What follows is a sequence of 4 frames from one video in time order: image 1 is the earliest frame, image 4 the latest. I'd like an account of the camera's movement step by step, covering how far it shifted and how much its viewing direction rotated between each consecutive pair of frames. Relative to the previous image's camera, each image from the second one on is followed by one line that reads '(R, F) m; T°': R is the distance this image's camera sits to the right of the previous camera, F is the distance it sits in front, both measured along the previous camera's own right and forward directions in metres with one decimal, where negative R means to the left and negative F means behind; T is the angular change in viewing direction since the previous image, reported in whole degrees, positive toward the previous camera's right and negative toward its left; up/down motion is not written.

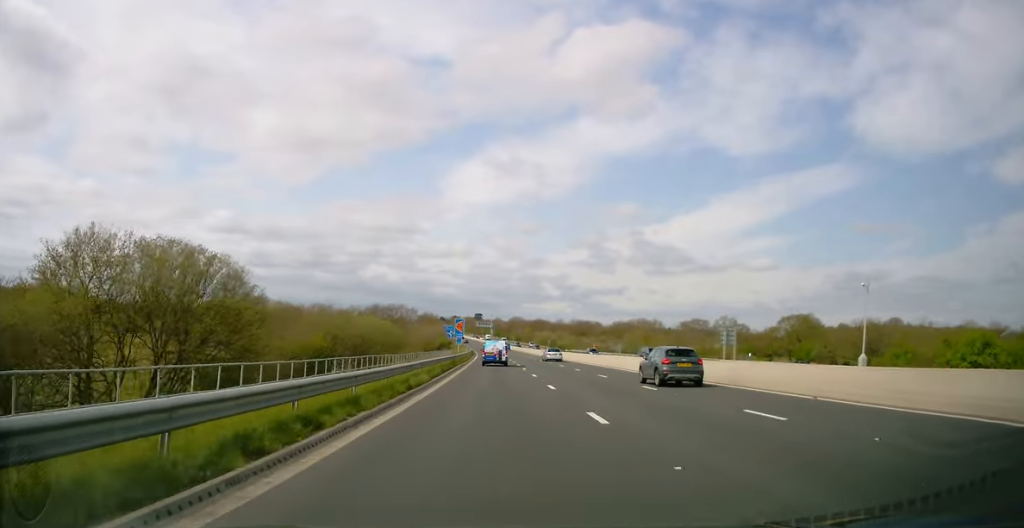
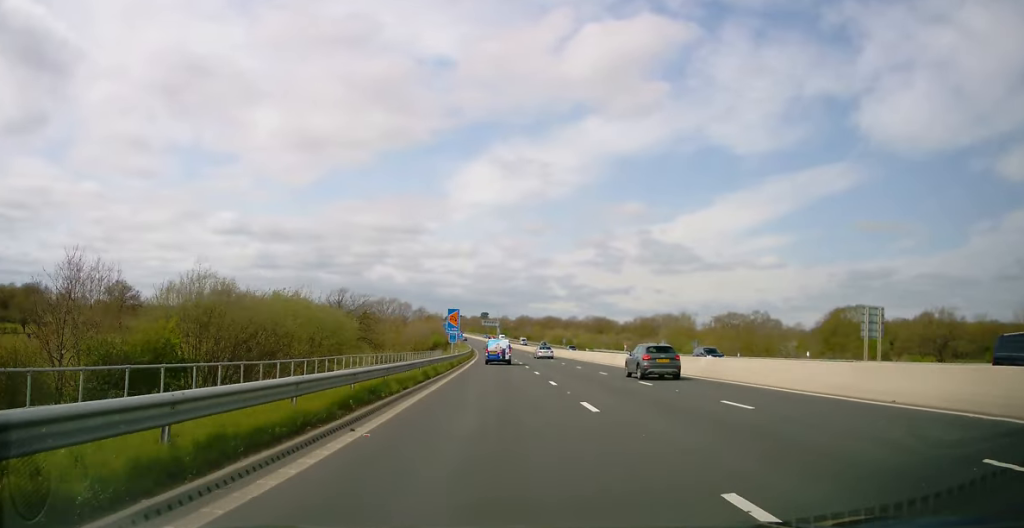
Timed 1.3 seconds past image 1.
(+0.4, +27.8) m; 0°
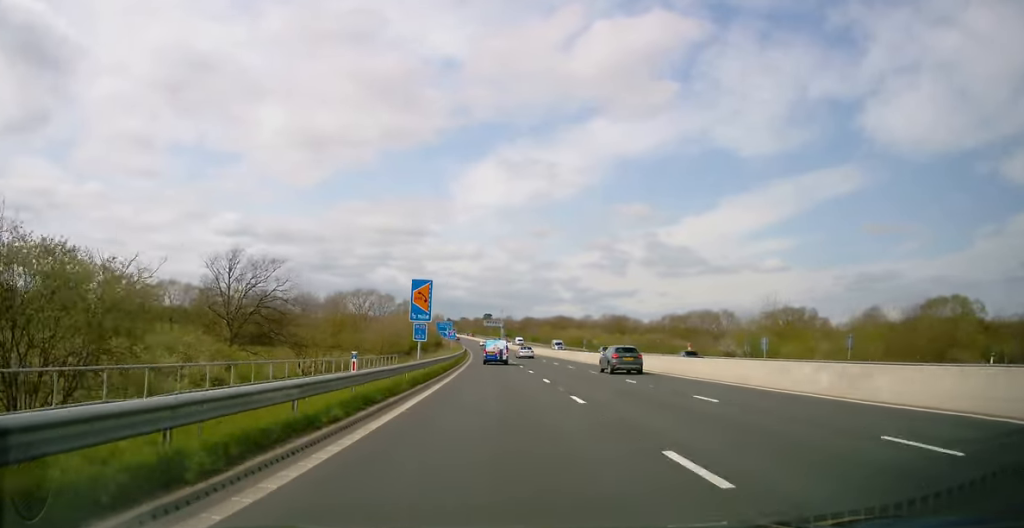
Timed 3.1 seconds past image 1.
(-0.2, +36.2) m; 0°
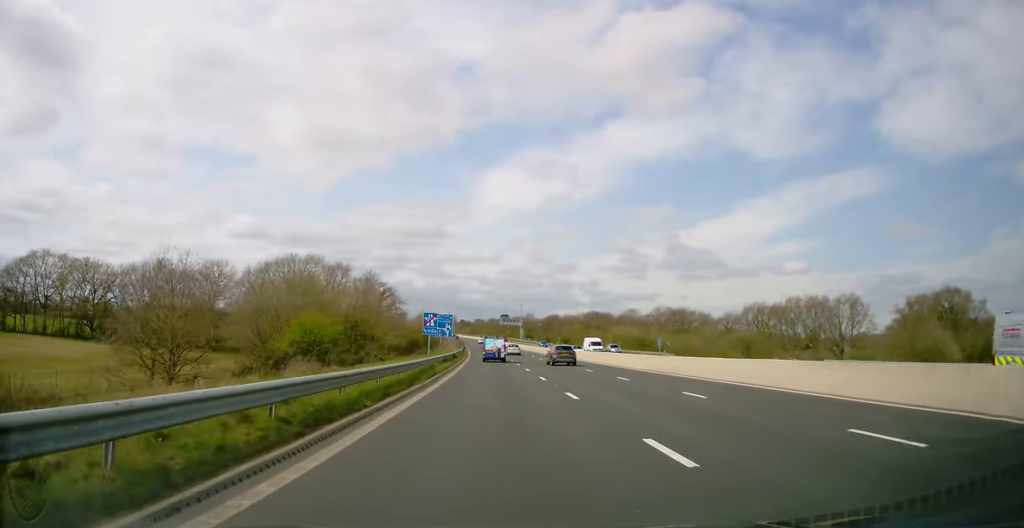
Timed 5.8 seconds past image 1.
(-1.3, +57.6) m; -2°
